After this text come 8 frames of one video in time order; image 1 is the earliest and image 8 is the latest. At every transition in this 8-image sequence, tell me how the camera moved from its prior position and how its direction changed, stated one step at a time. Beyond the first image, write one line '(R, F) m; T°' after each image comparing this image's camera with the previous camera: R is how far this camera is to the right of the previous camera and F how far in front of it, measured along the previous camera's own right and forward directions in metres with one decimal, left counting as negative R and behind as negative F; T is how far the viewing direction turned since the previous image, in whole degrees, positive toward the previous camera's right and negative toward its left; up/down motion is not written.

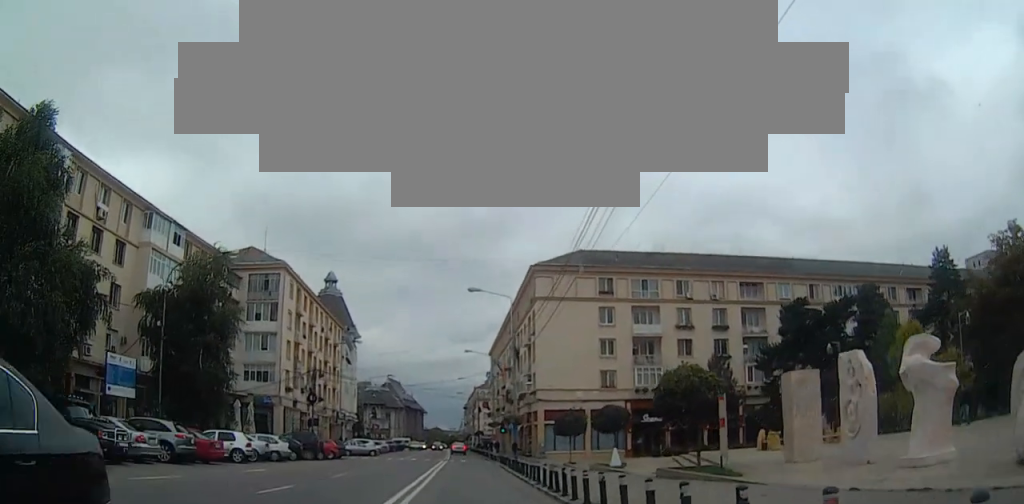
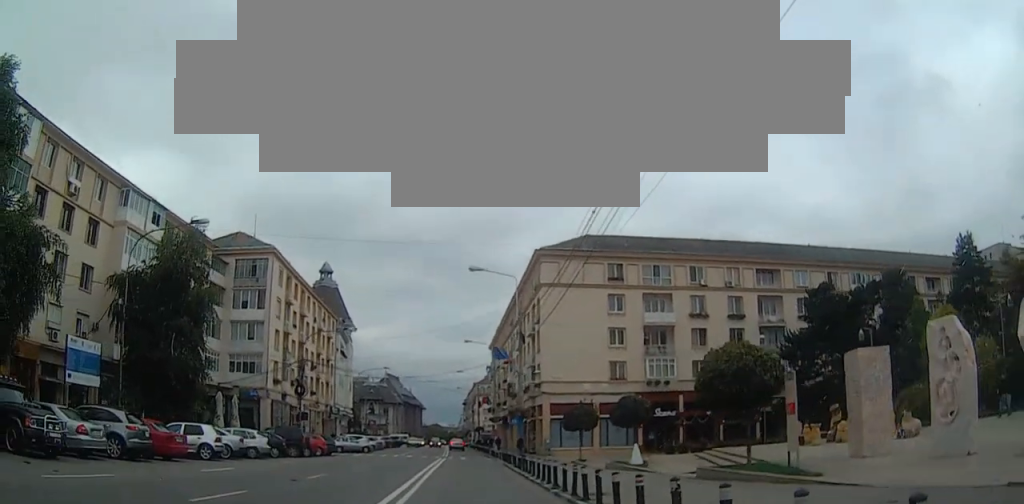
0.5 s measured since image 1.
(+0.1, +4.0) m; -1°
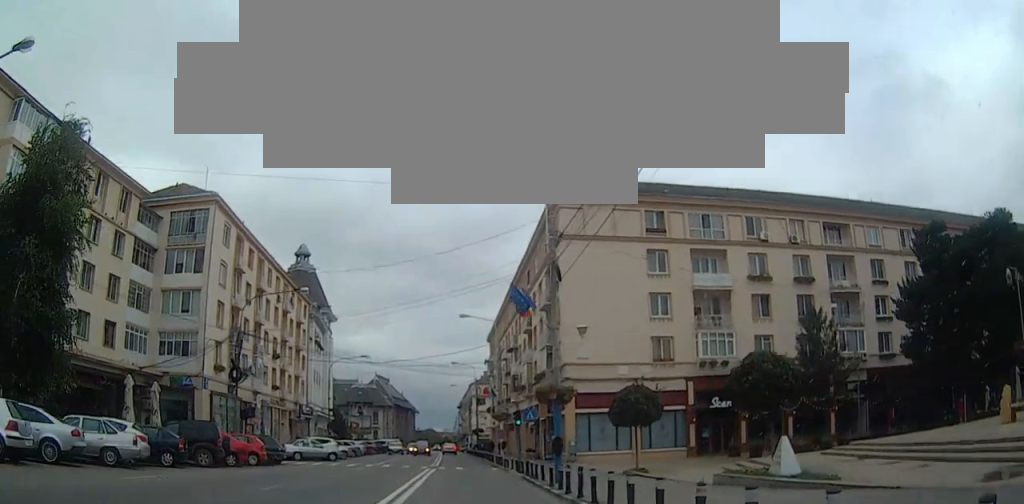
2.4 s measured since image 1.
(-0.1, +14.2) m; +1°
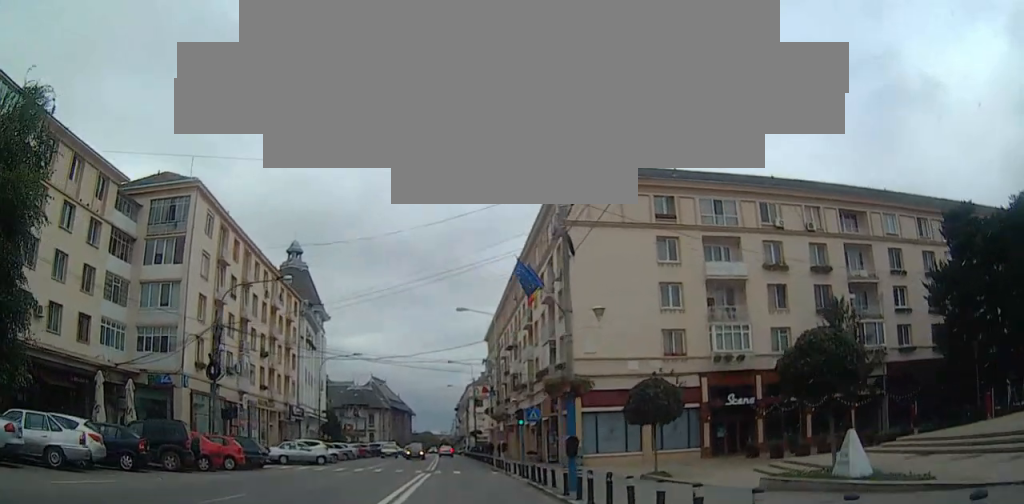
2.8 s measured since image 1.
(0.0, +3.1) m; 0°
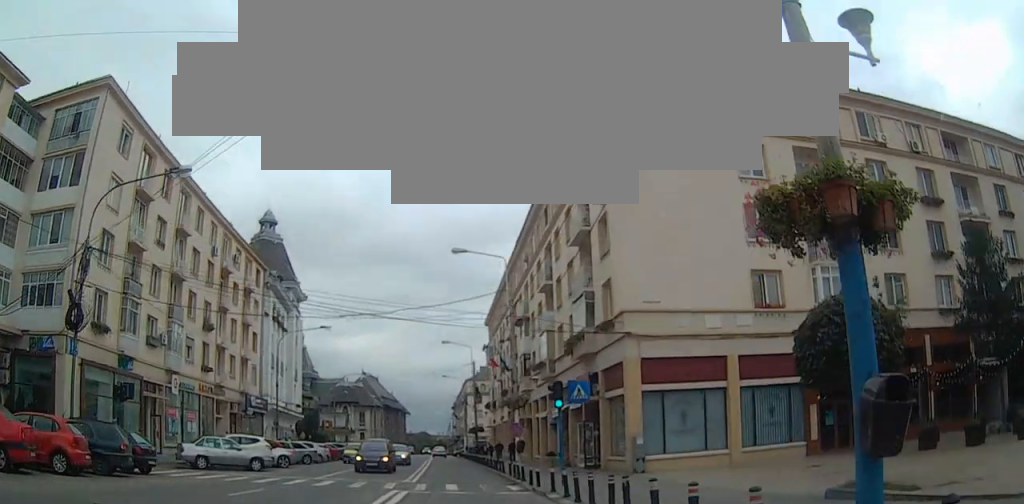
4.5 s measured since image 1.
(0.0, +13.6) m; 0°
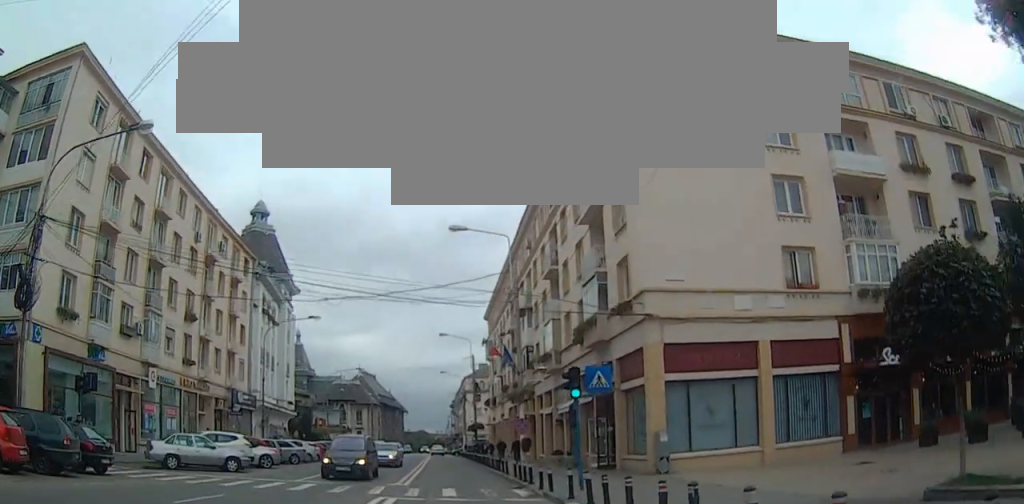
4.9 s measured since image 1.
(0.0, +3.1) m; 0°
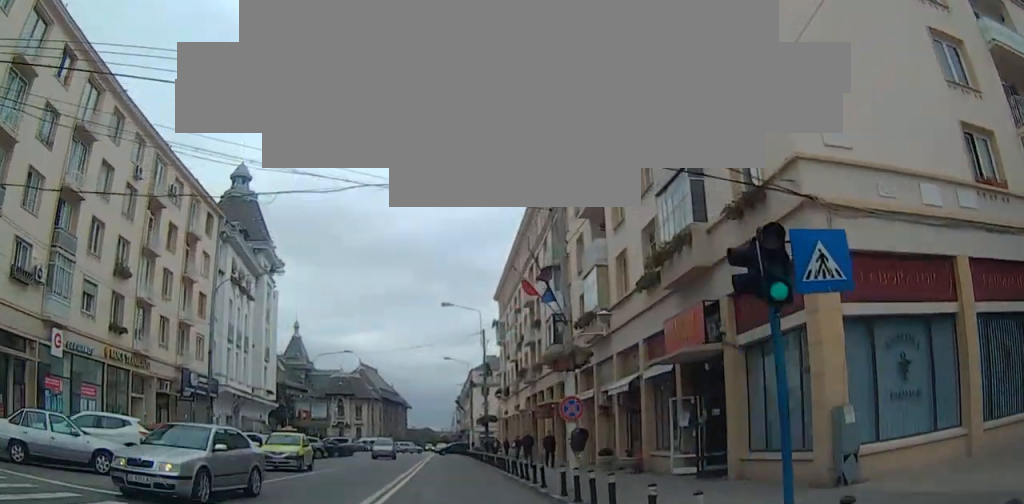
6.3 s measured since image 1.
(0.0, +11.2) m; -1°
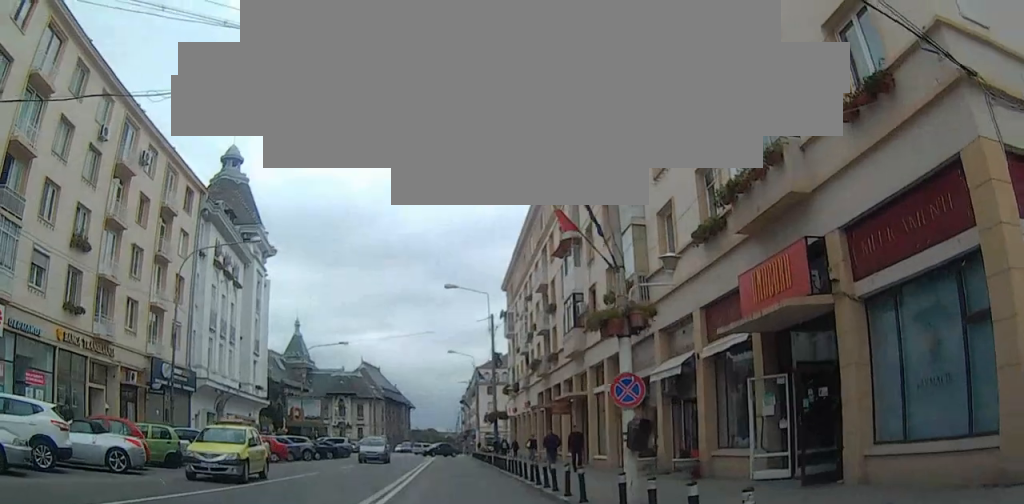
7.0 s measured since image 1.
(0.0, +5.0) m; -1°
